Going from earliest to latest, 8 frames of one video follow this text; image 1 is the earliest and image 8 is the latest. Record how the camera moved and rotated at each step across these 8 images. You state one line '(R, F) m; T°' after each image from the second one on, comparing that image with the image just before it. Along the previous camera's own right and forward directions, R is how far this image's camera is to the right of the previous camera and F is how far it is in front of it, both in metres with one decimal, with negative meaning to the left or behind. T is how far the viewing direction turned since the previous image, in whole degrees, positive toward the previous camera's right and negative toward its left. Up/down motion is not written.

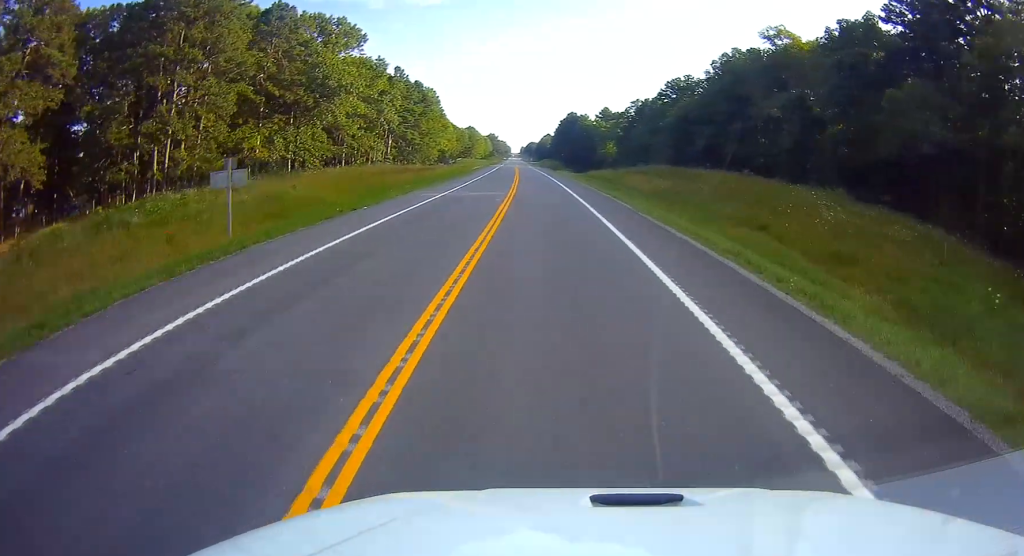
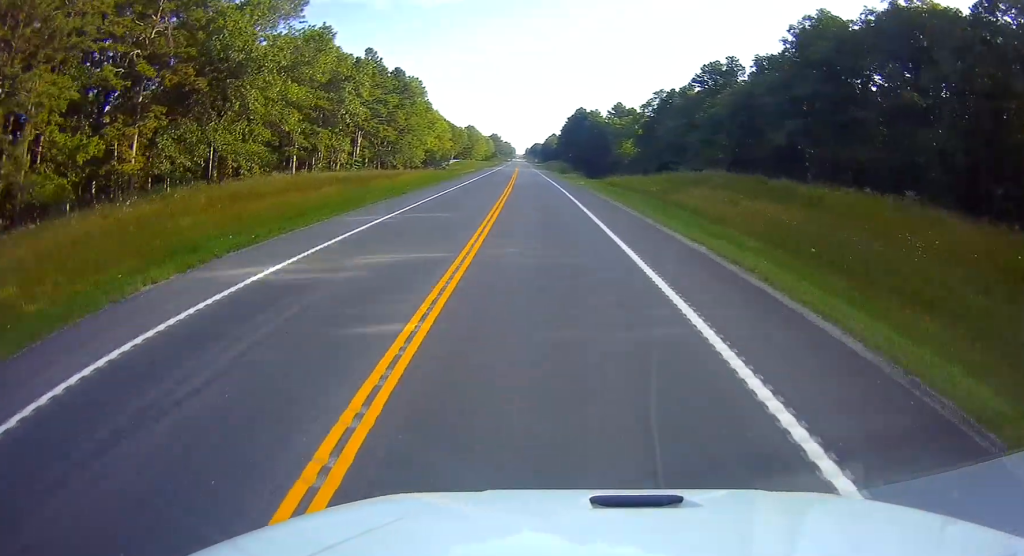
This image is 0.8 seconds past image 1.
(-0.6, +24.2) m; 0°
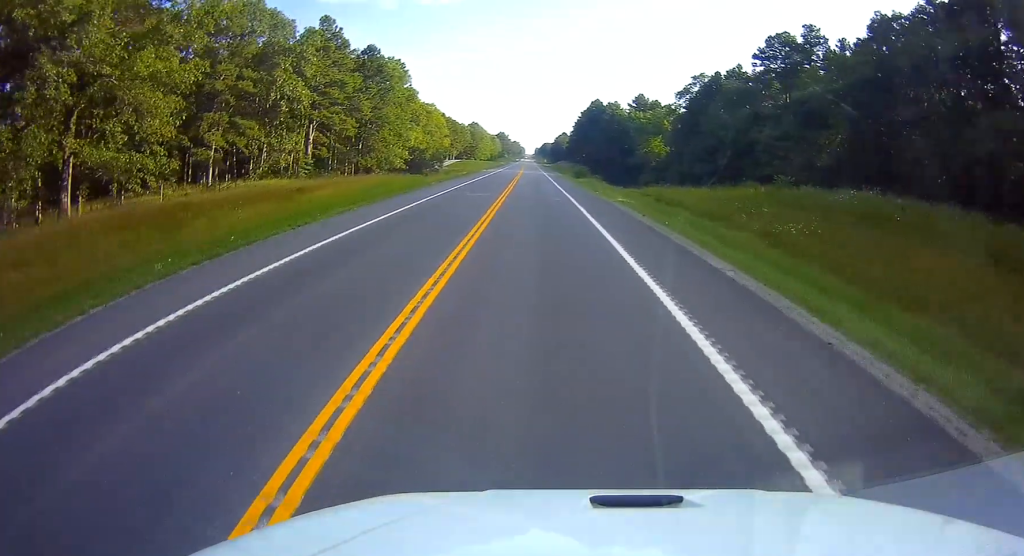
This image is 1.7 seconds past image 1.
(+0.3, +25.1) m; 0°
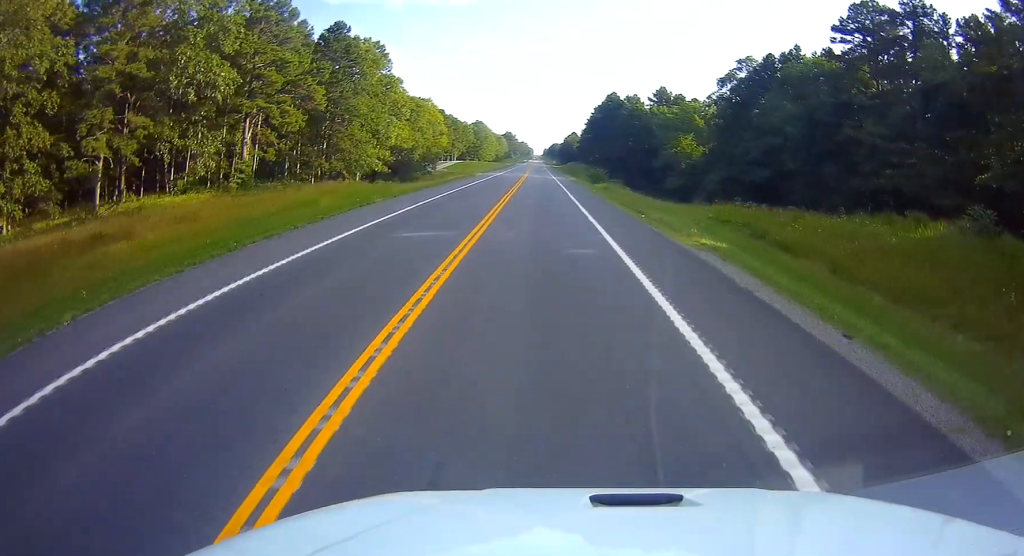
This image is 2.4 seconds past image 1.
(+0.1, +19.4) m; 0°
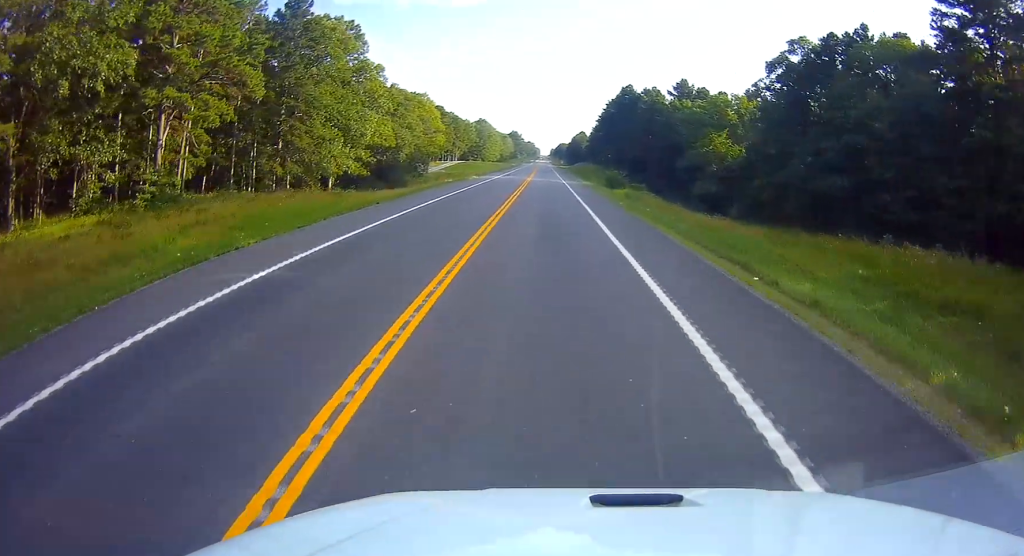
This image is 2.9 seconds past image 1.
(-0.3, +15.5) m; -1°
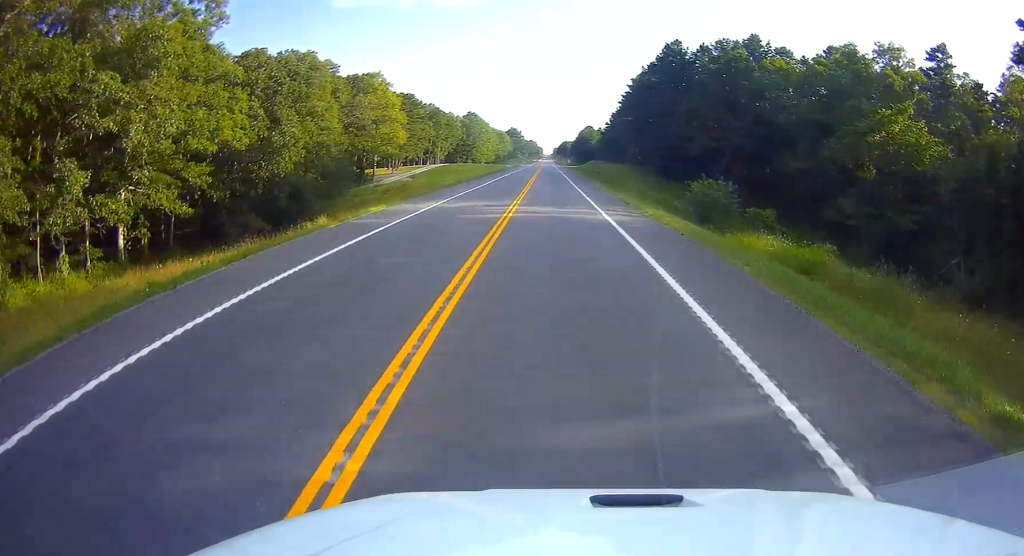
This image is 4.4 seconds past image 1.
(-0.2, +44.8) m; 0°
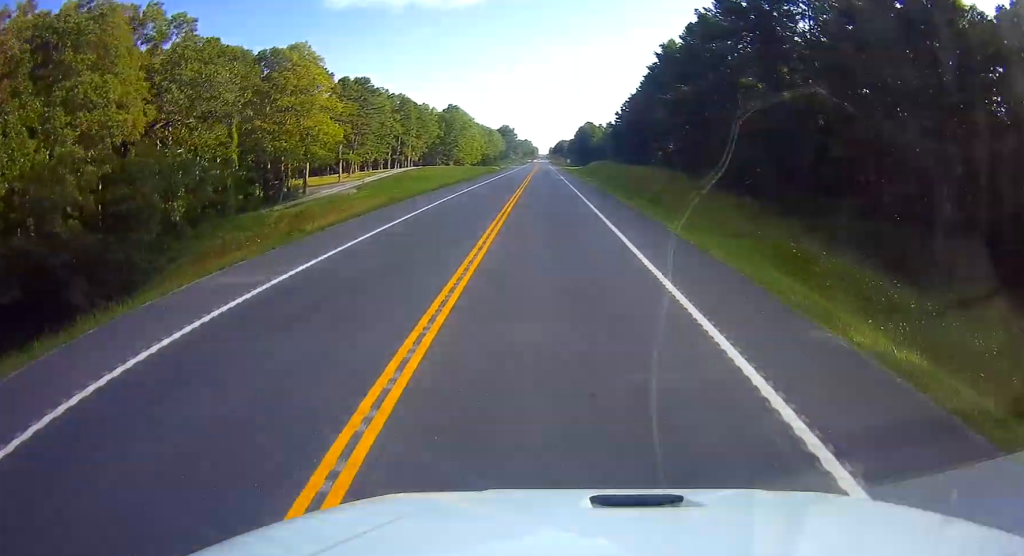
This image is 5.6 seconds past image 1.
(0.0, +34.1) m; 0°
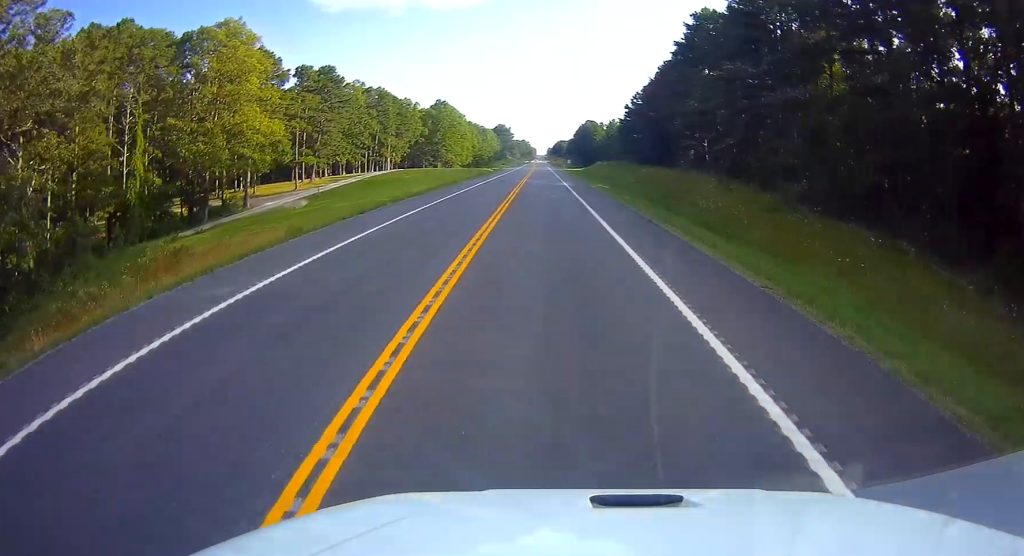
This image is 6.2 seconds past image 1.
(0.0, +18.4) m; 0°
